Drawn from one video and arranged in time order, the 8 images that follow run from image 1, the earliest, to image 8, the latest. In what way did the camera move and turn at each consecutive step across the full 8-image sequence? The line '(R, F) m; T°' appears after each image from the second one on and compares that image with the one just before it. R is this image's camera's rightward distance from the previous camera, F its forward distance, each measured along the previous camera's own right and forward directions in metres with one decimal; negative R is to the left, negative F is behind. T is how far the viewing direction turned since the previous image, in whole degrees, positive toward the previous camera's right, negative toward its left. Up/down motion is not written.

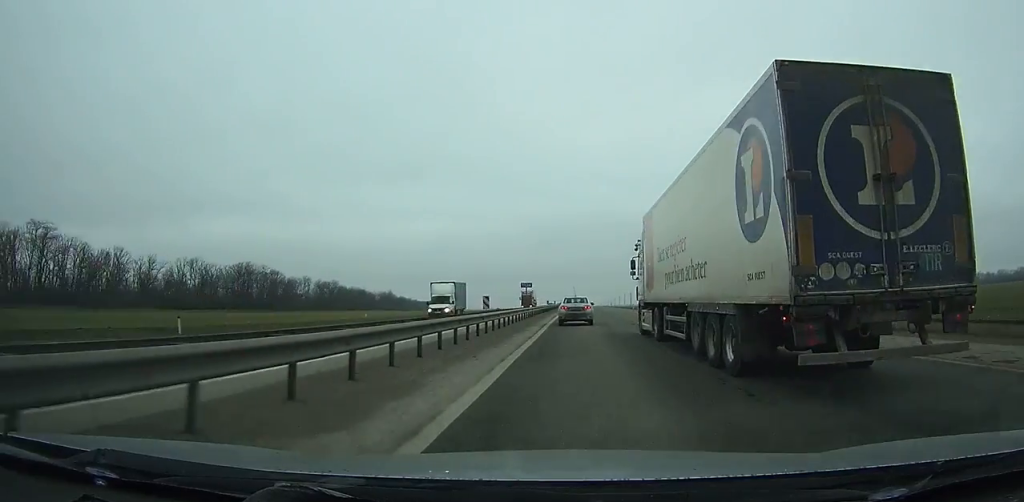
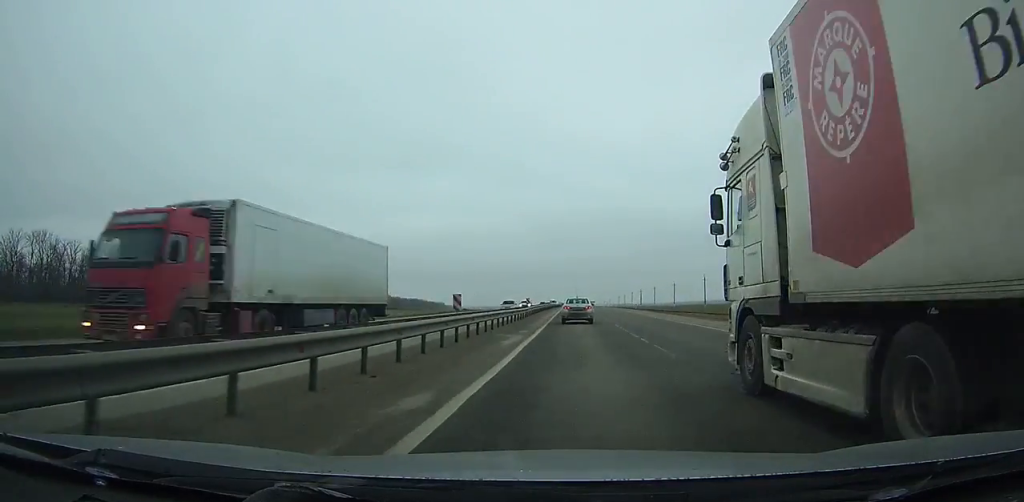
(+0.4, +62.3) m; +1°
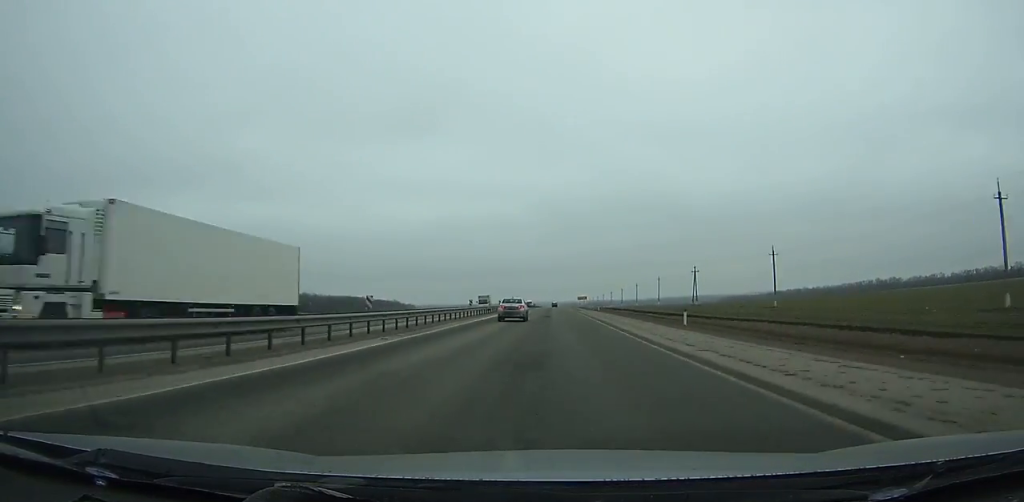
(+1.4, +165.4) m; 0°
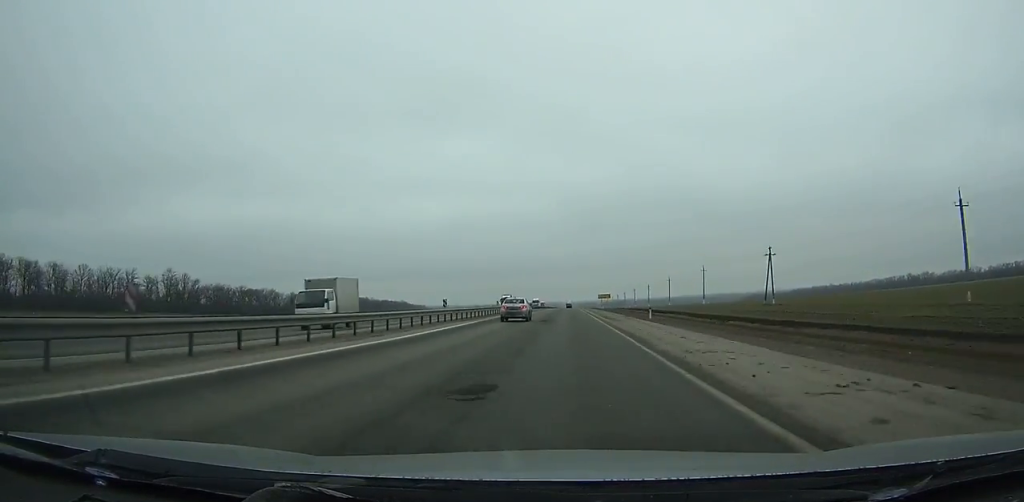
(0.0, +40.9) m; 0°
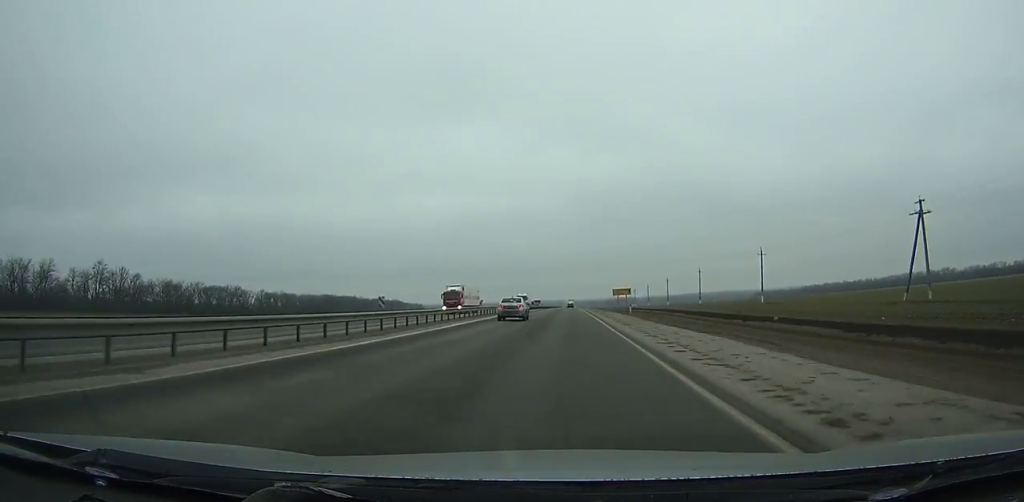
(-0.4, +41.1) m; 0°
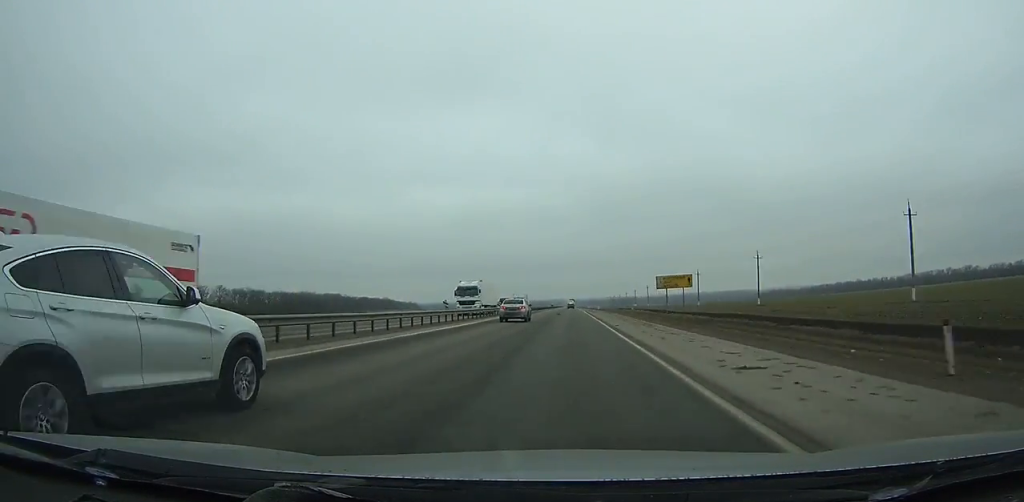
(-0.2, +44.0) m; 0°
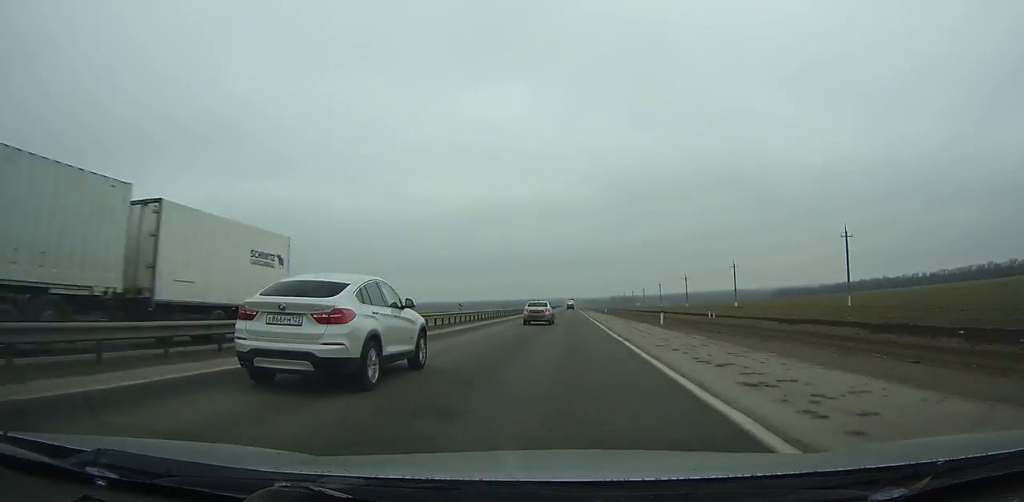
(-0.2, +78.9) m; 0°
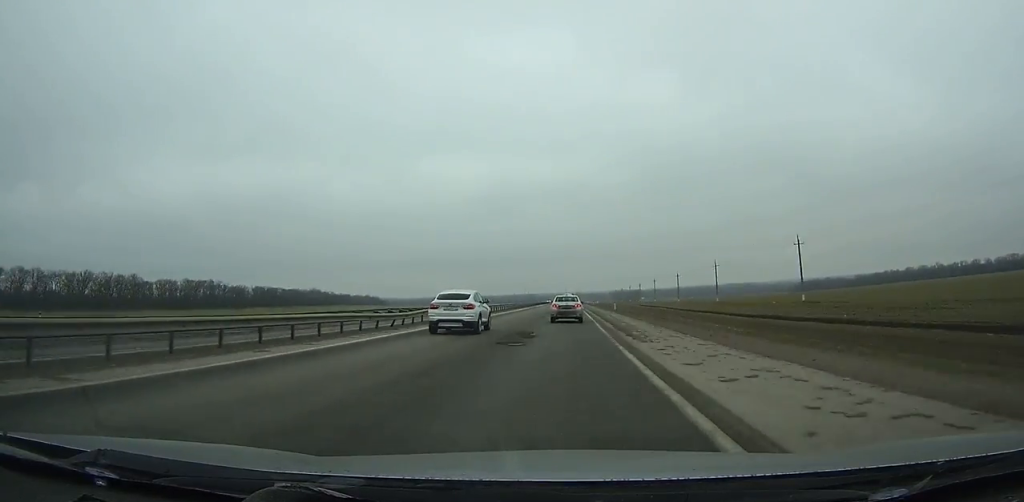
(+0.6, +124.0) m; 0°
